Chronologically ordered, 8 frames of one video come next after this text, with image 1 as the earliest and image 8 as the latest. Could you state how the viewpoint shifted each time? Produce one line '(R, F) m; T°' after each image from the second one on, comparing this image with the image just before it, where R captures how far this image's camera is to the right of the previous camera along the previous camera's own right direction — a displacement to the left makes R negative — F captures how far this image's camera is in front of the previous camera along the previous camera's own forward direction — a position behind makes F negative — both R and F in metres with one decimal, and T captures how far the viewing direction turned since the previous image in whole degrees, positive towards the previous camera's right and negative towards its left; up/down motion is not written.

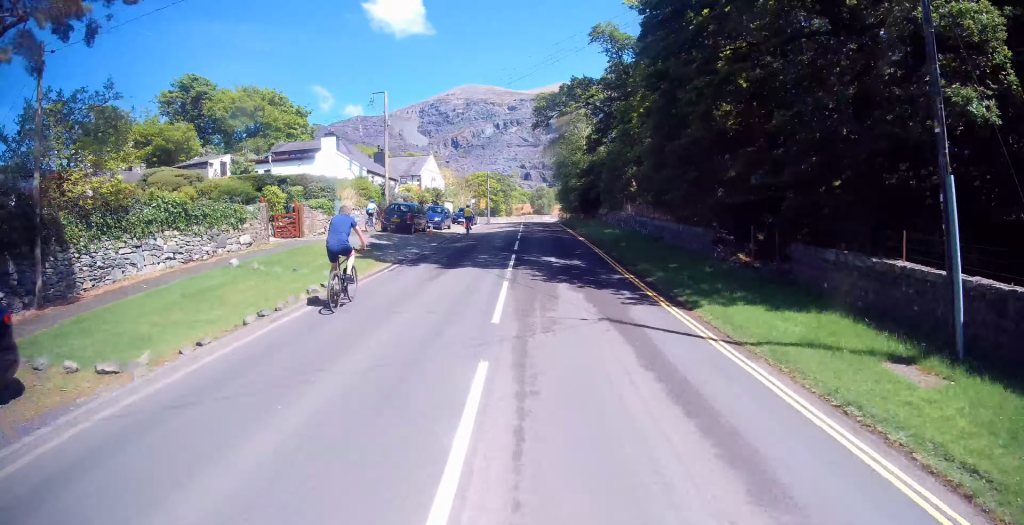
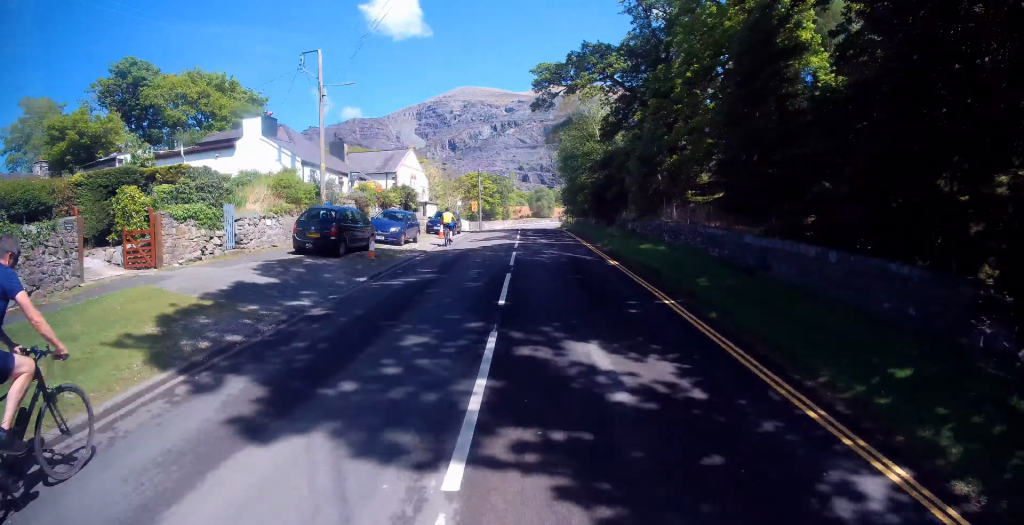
(0.0, +9.8) m; 0°
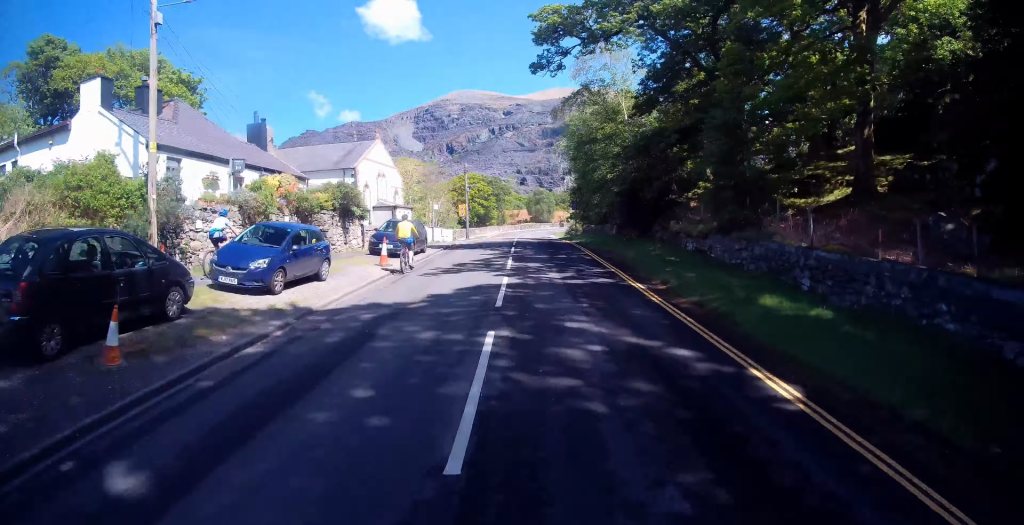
(0.0, +11.1) m; 0°
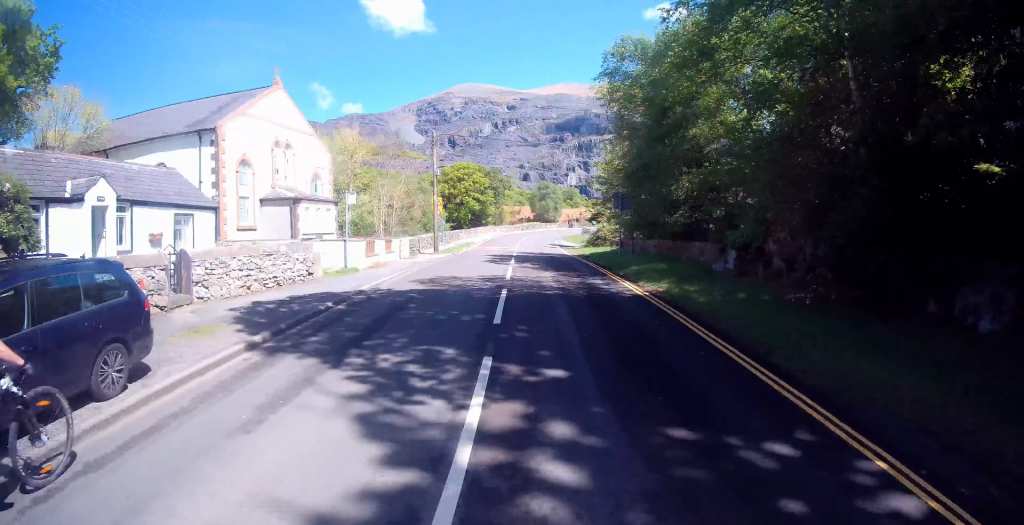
(-0.2, +18.9) m; -1°
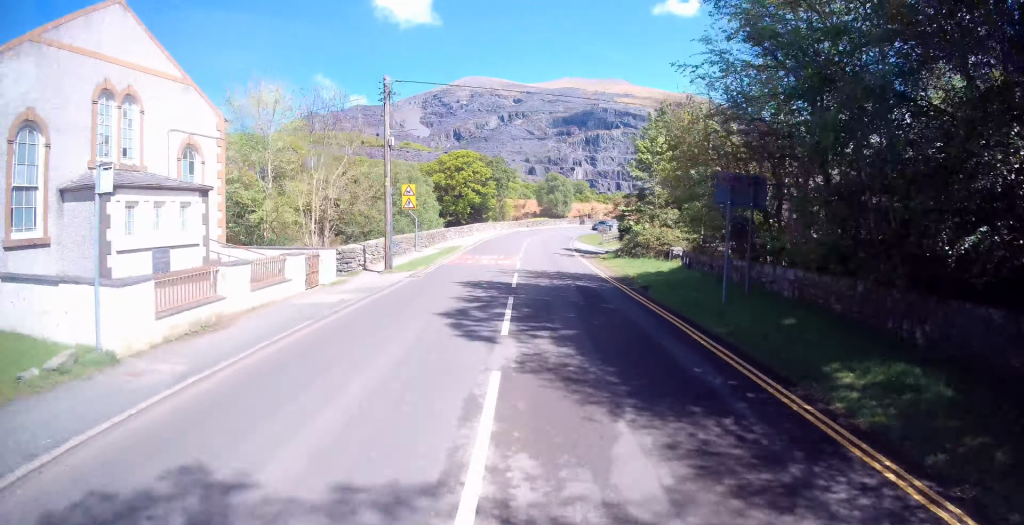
(0.0, +12.6) m; 0°
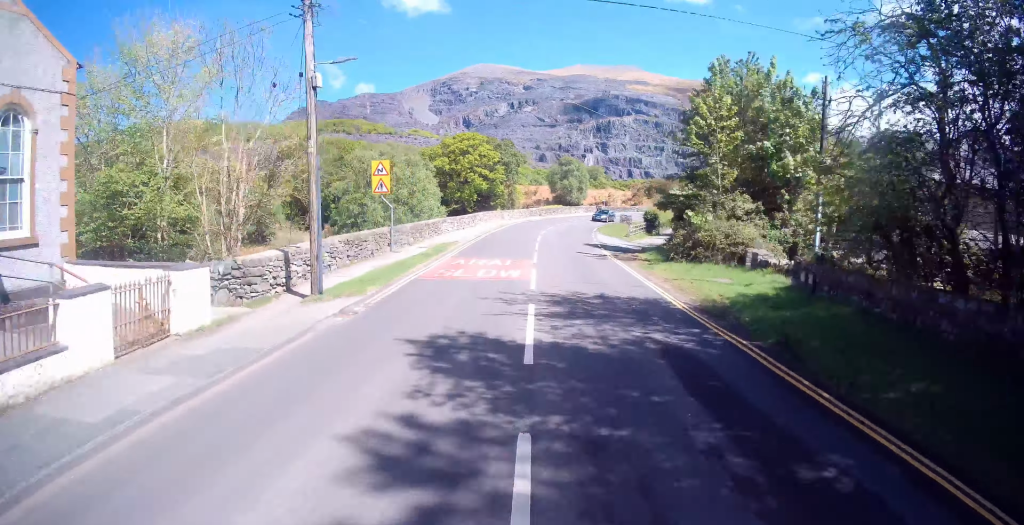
(0.0, +8.4) m; 0°
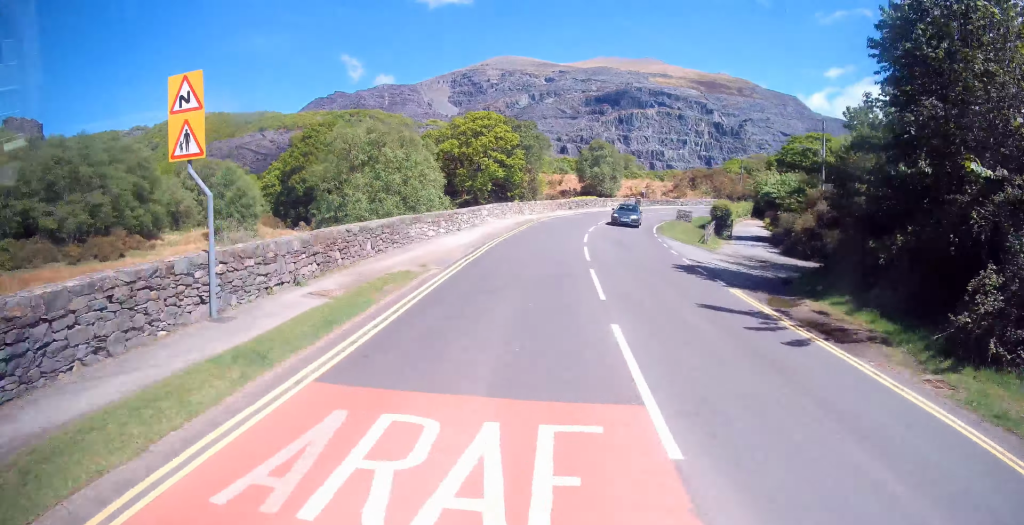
(0.0, +15.1) m; 0°
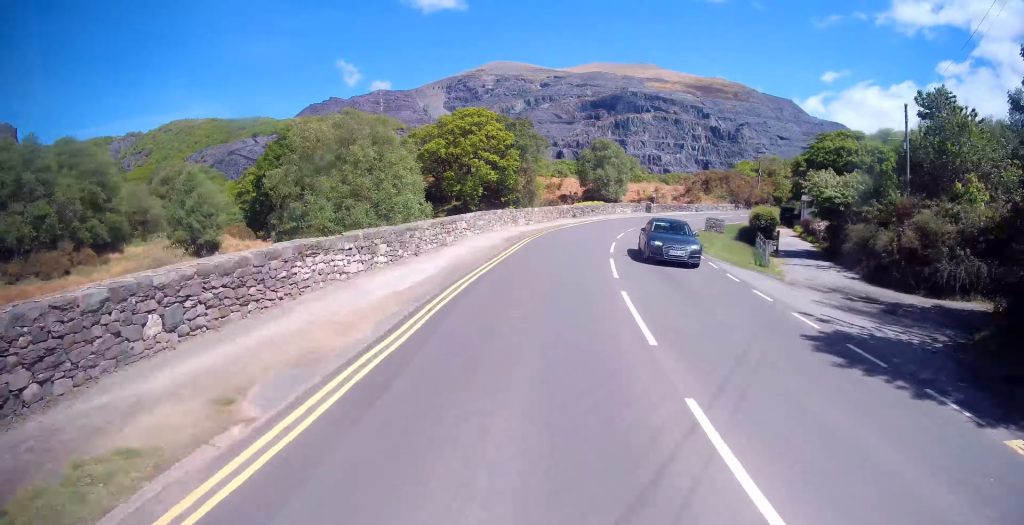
(0.0, +9.0) m; +1°
